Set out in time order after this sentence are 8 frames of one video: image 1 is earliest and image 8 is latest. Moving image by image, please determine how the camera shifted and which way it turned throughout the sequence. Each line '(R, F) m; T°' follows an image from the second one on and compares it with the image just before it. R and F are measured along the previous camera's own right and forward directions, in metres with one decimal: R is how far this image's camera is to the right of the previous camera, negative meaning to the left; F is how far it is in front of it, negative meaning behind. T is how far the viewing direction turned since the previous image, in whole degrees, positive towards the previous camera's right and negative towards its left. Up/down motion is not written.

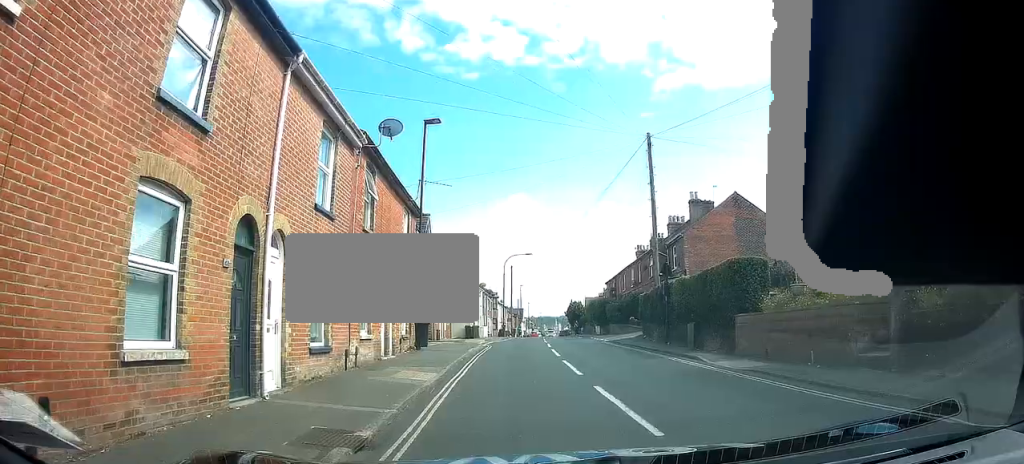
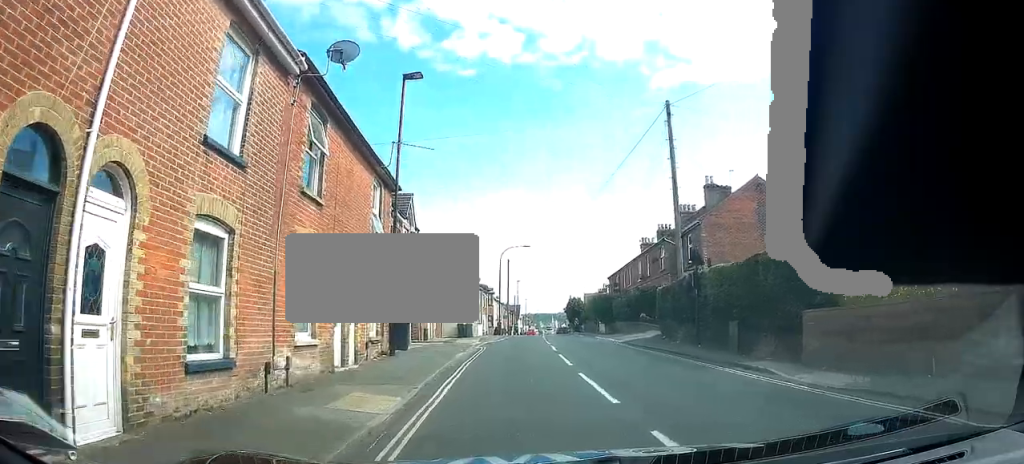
(0.0, +4.3) m; 0°
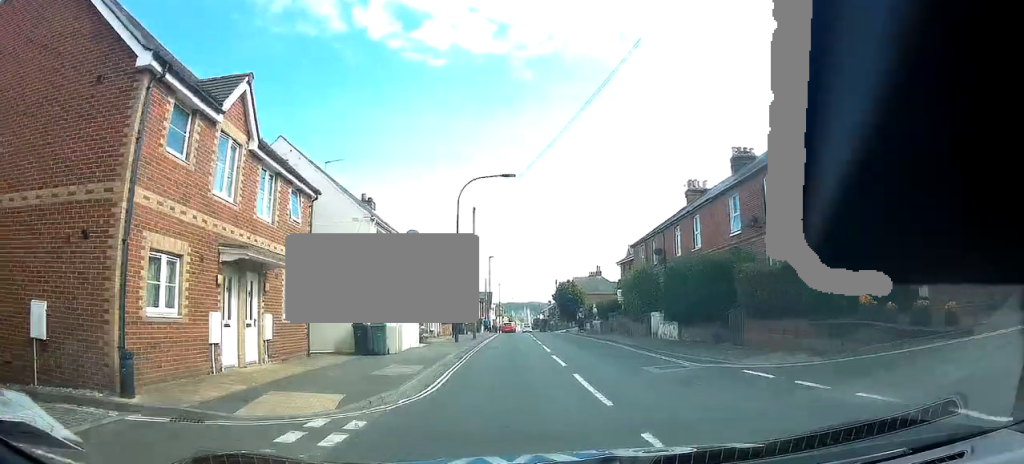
(+0.6, +24.2) m; +4°
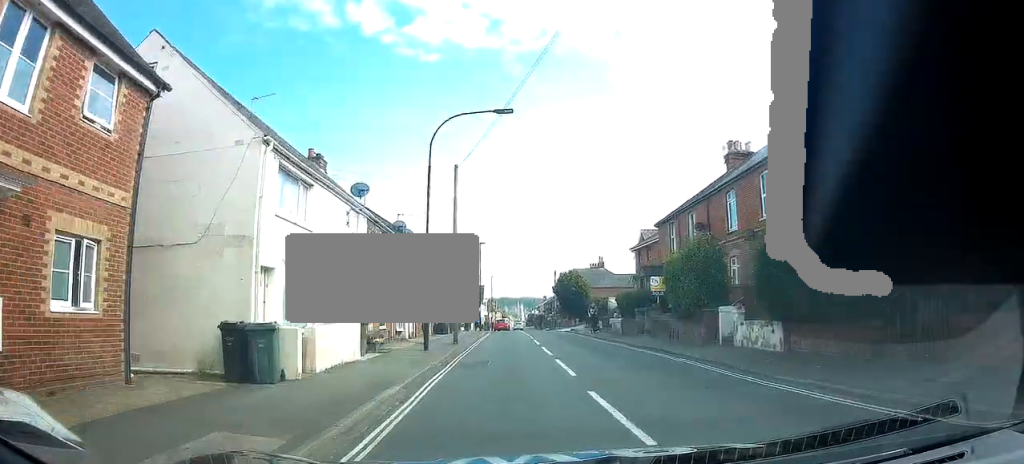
(+0.2, +7.6) m; +1°
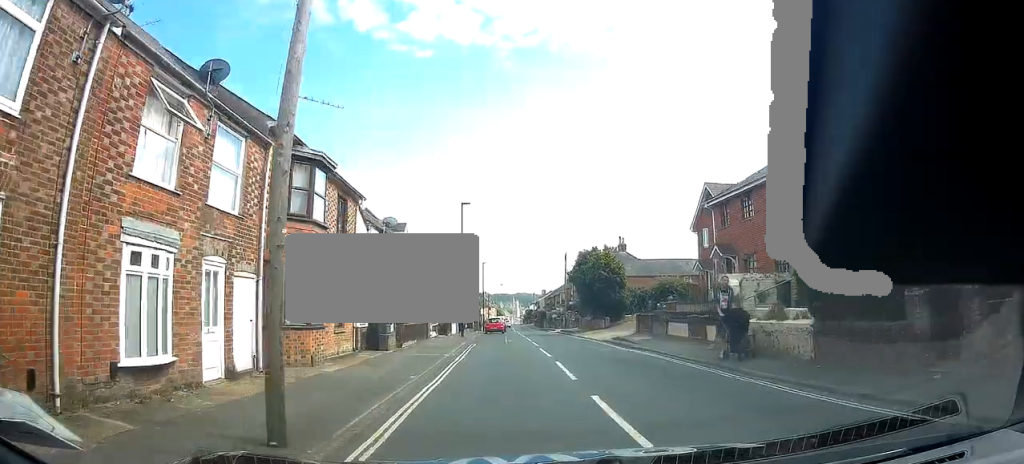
(0.0, +15.2) m; +1°
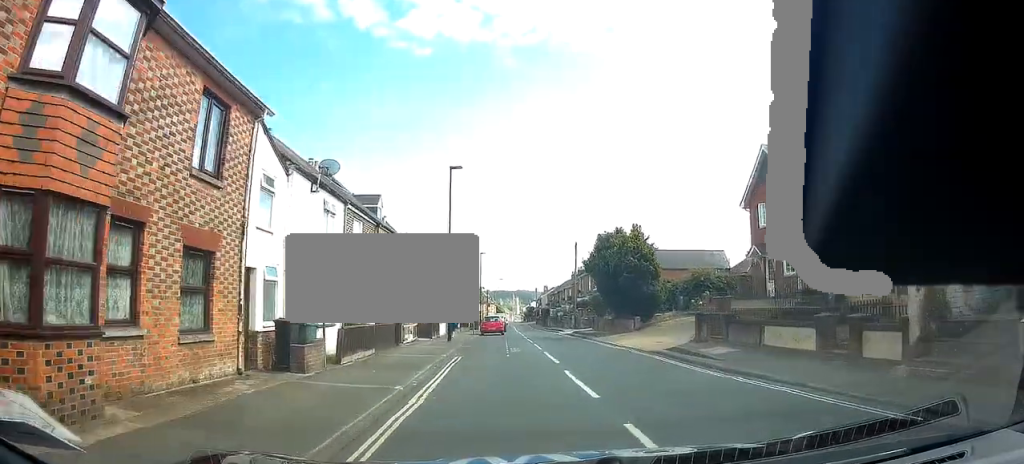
(+0.1, +6.8) m; +2°
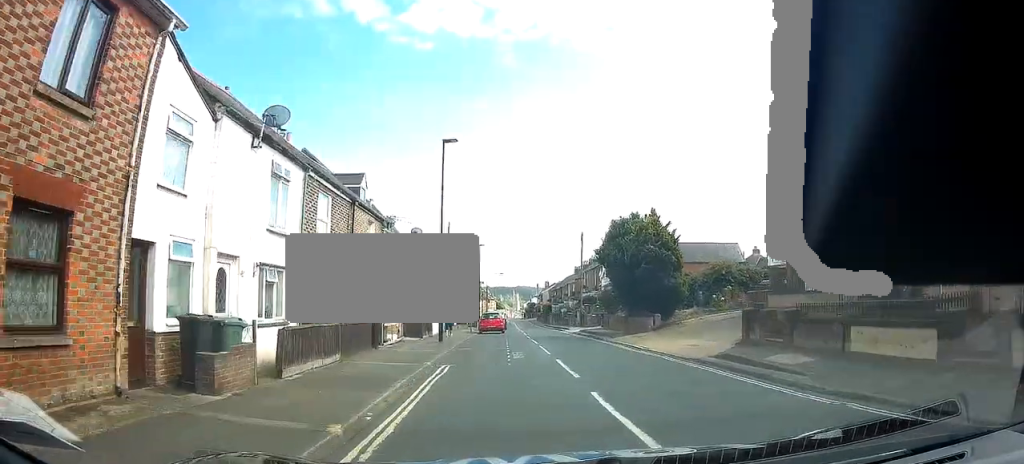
(0.0, +3.2) m; +1°
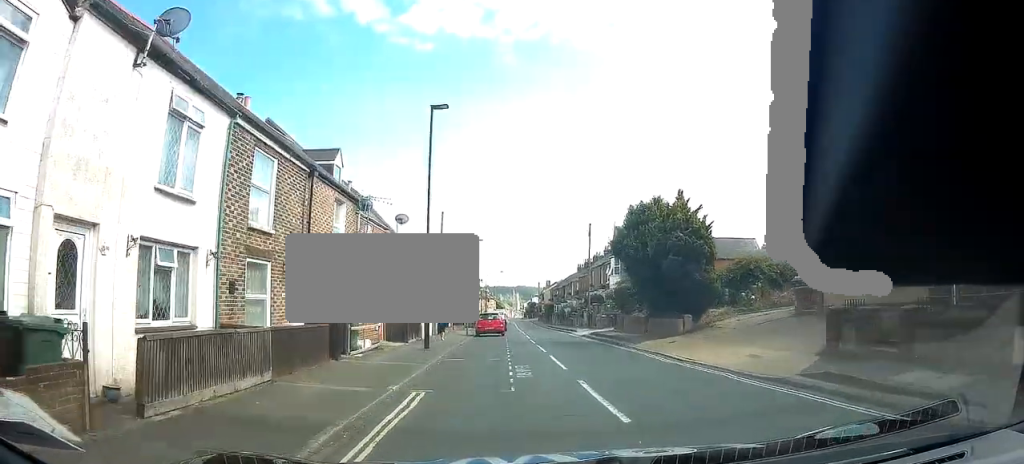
(0.0, +3.7) m; +1°
